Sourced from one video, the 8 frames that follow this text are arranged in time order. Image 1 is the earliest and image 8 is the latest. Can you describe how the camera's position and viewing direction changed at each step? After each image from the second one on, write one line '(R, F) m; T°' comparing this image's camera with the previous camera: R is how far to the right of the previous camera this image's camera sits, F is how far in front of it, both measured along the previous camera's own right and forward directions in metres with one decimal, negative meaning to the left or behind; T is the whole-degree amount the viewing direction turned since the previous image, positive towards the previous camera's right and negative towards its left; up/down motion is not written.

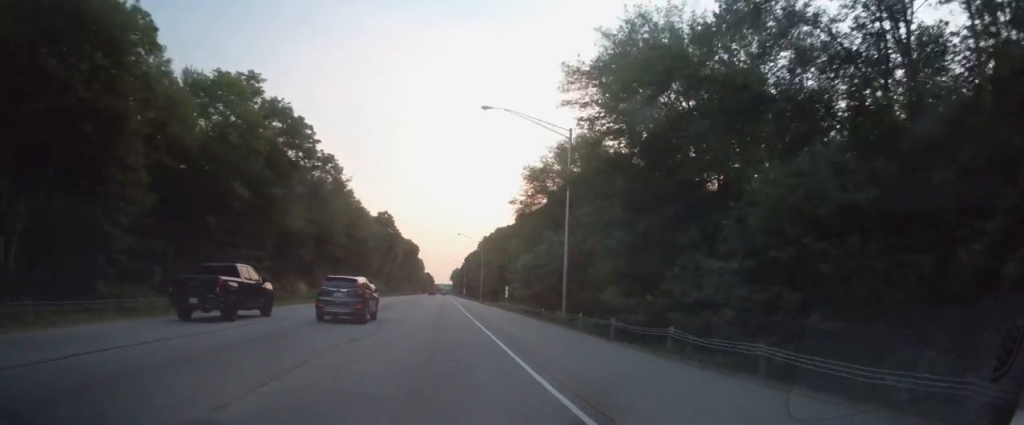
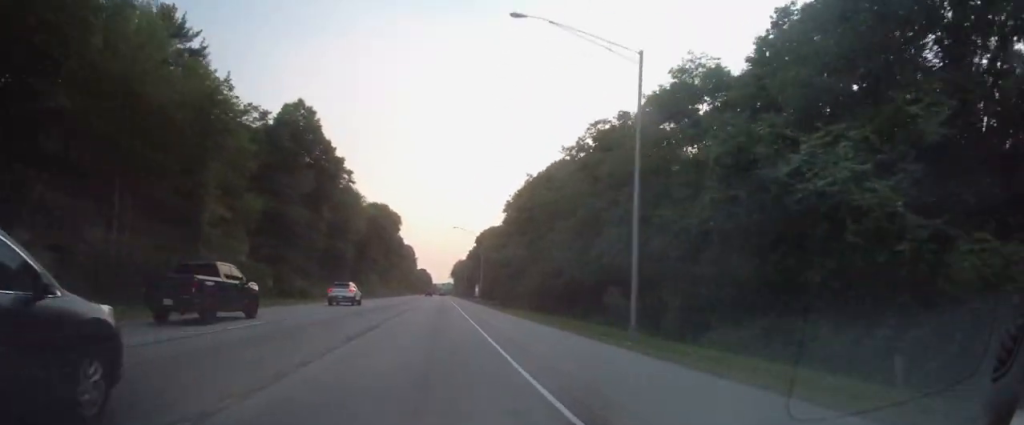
(+0.8, +85.2) m; 0°
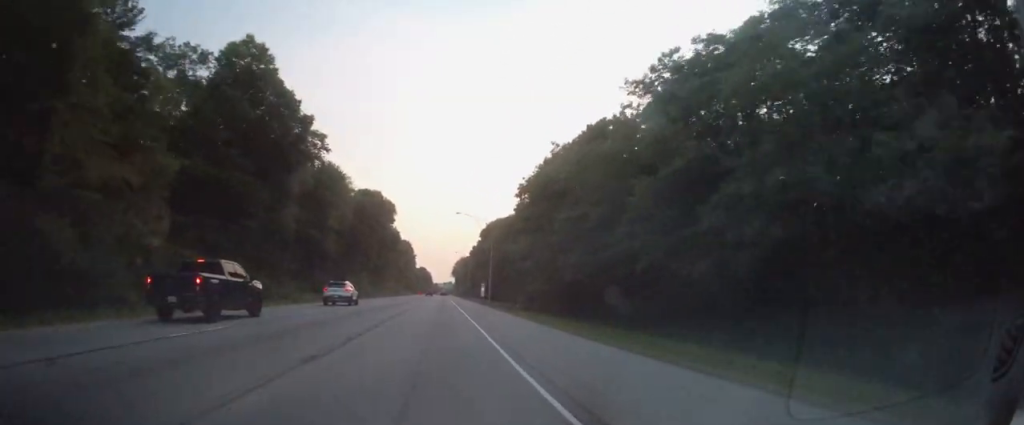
(-0.2, +16.6) m; 0°
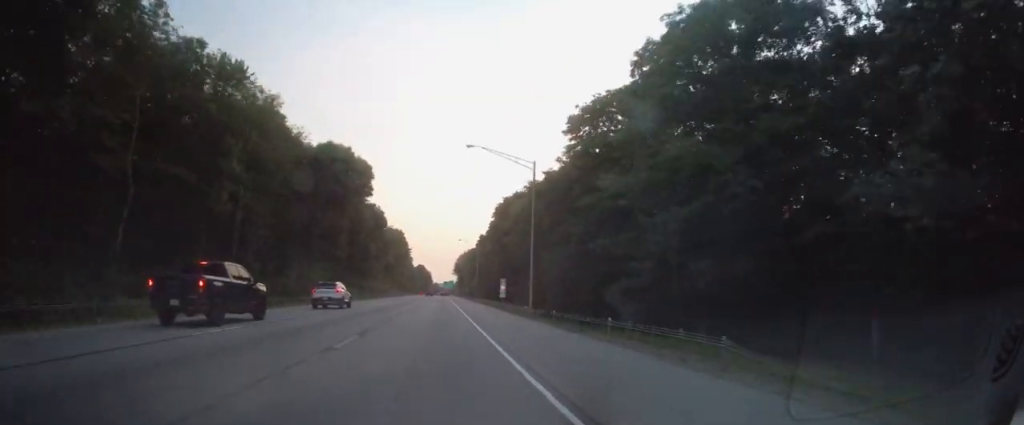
(-0.1, +34.7) m; 0°
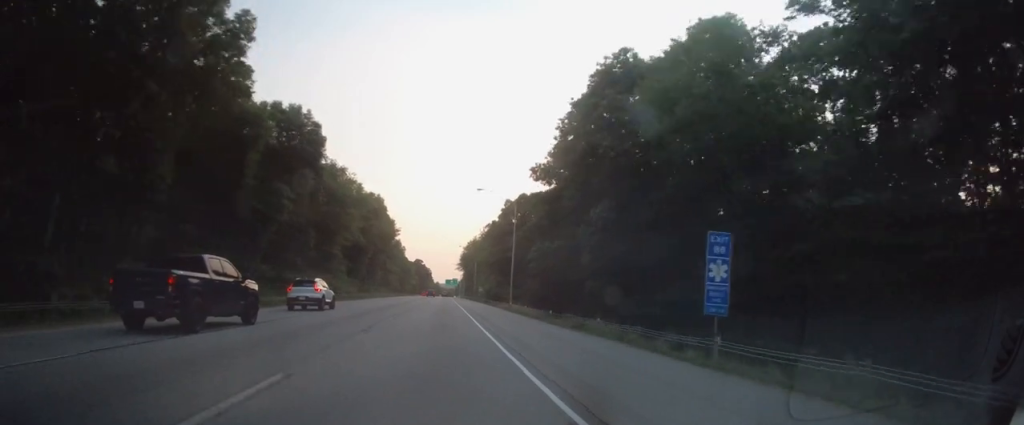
(+0.2, +57.0) m; +1°
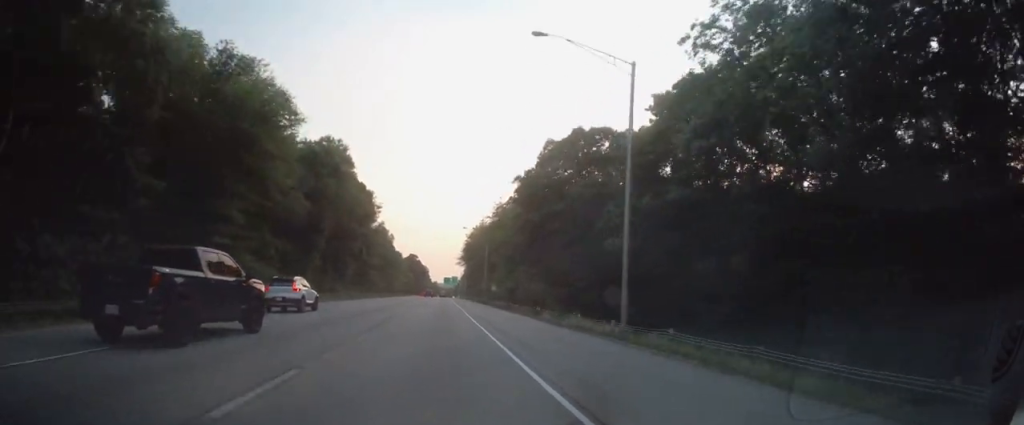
(+0.3, +35.6) m; 0°
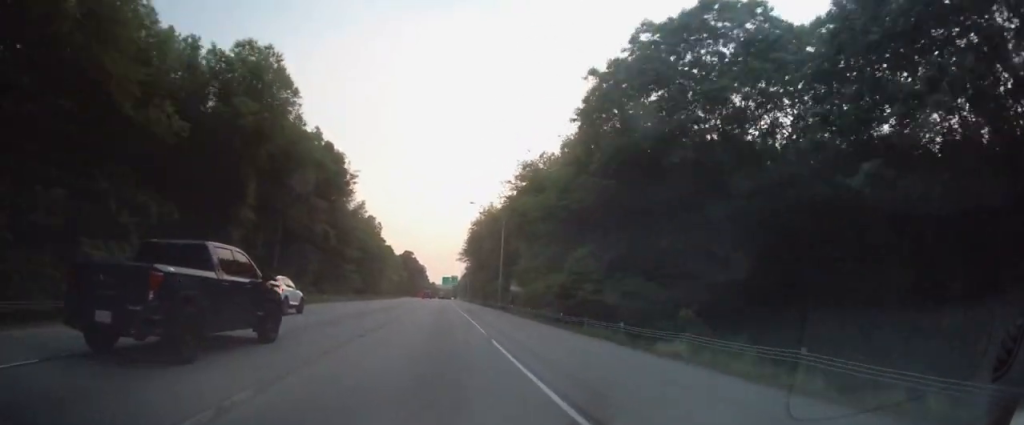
(-0.5, +25.0) m; 0°
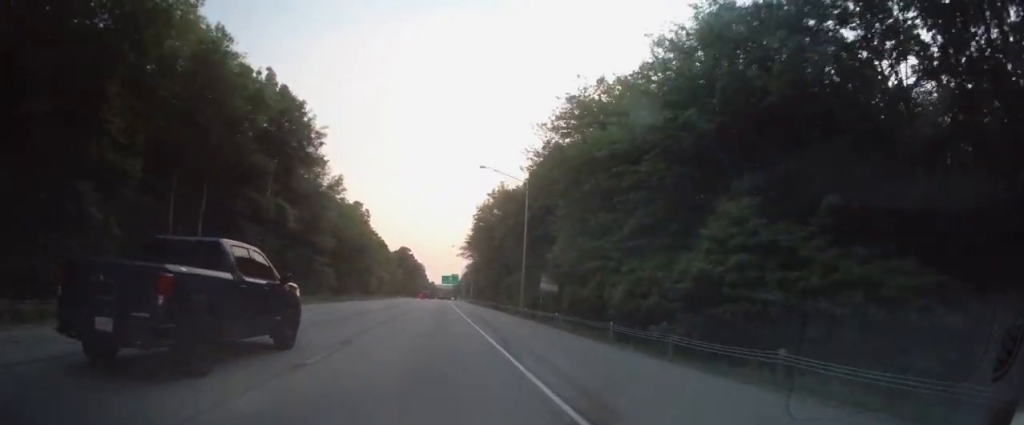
(+0.1, +18.9) m; 0°
